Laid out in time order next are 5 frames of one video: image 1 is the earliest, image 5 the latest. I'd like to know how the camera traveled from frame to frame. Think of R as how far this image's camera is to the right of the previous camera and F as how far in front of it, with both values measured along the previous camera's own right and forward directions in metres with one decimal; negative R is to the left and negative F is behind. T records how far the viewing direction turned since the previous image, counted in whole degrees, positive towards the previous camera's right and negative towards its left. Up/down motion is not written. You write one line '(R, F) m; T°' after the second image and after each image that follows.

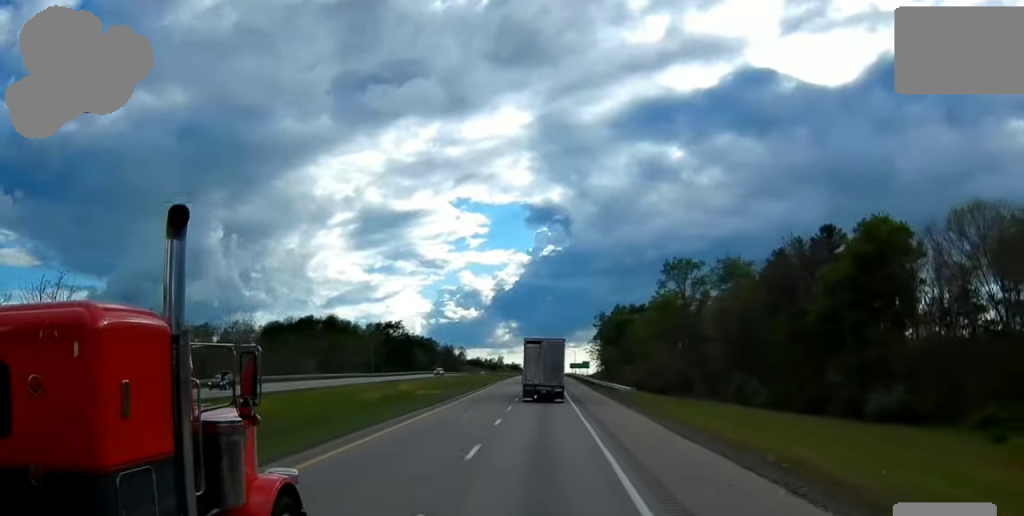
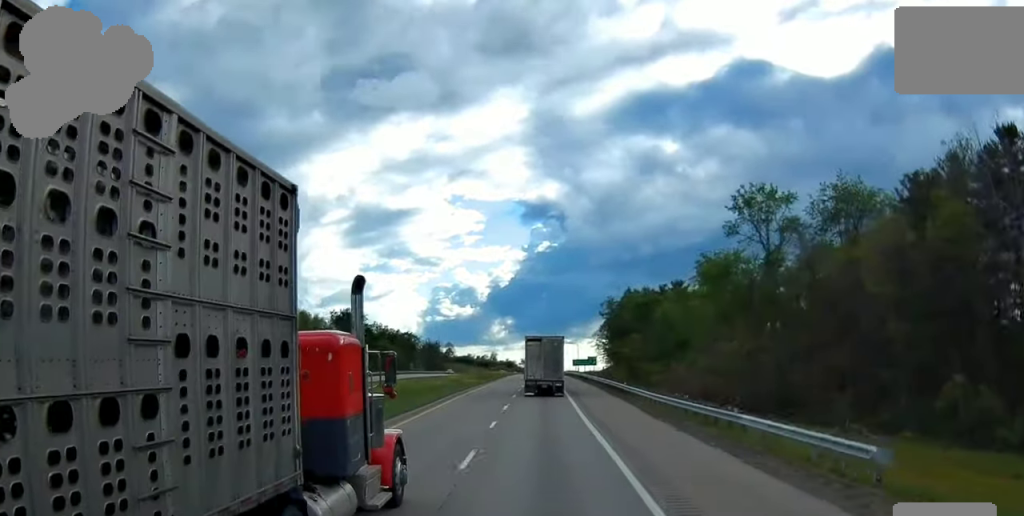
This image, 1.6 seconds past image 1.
(+0.1, +50.8) m; 0°
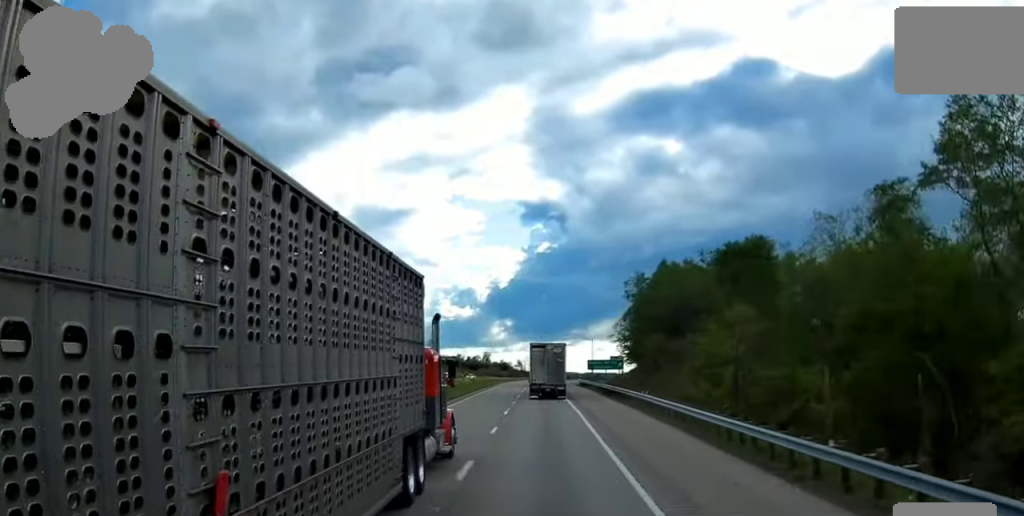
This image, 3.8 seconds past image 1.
(-0.8, +71.9) m; 0°
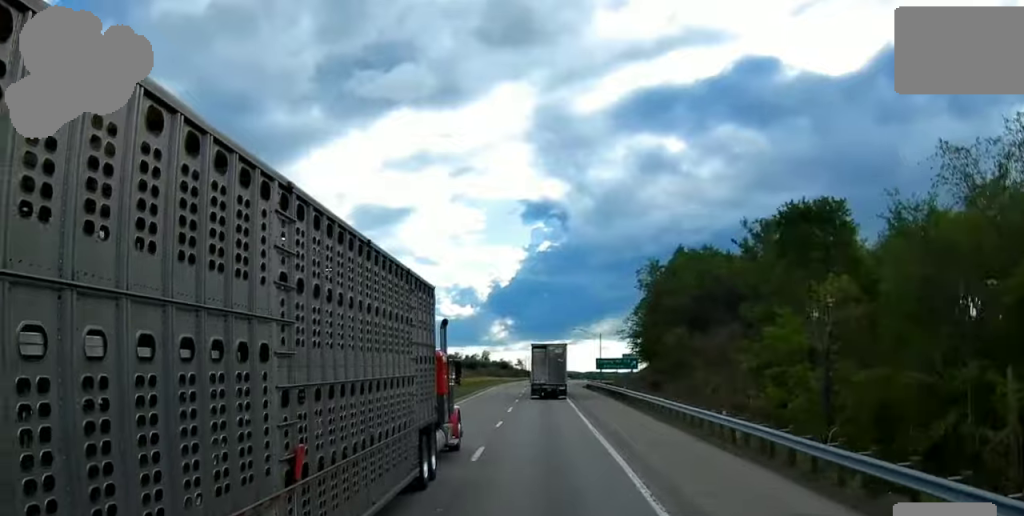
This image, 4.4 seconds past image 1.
(+0.4, +20.8) m; 0°
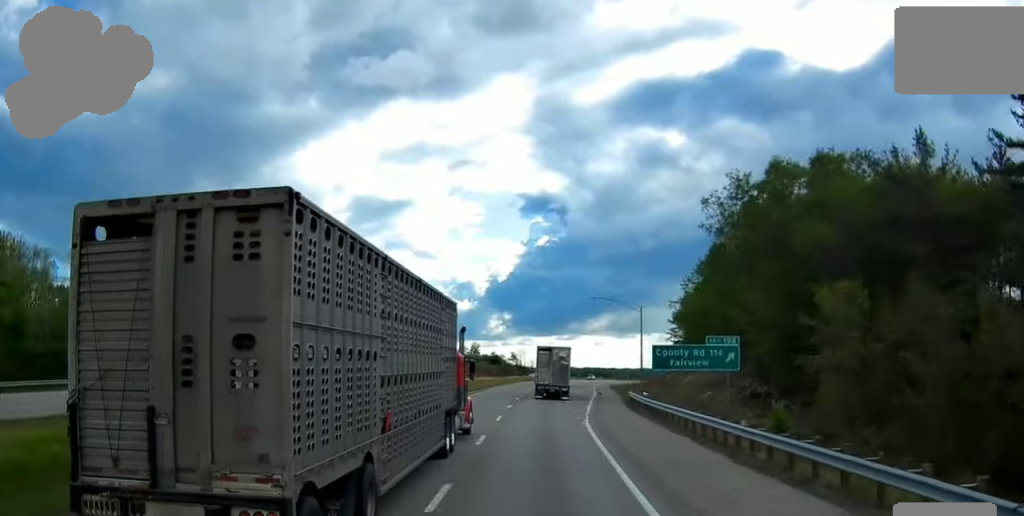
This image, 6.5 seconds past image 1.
(+0.1, +67.8) m; +1°
